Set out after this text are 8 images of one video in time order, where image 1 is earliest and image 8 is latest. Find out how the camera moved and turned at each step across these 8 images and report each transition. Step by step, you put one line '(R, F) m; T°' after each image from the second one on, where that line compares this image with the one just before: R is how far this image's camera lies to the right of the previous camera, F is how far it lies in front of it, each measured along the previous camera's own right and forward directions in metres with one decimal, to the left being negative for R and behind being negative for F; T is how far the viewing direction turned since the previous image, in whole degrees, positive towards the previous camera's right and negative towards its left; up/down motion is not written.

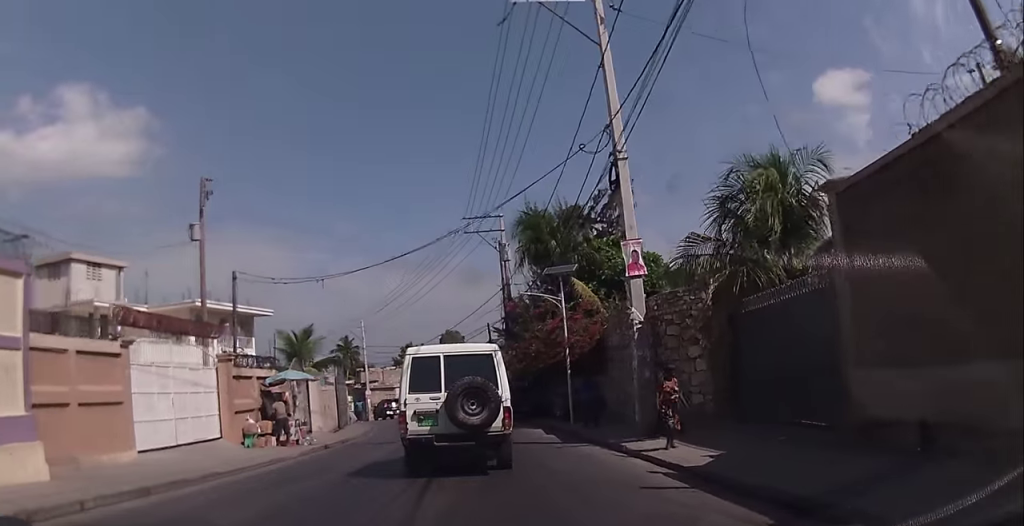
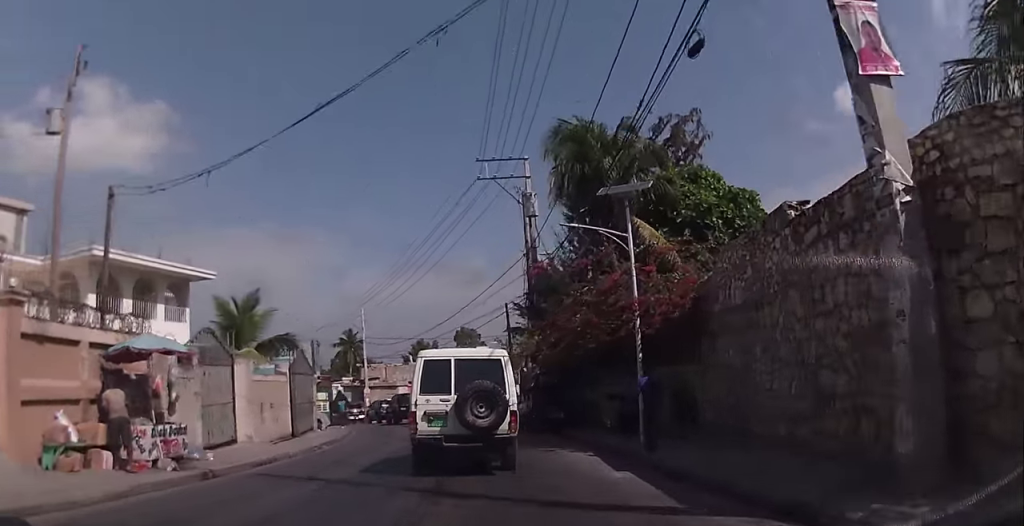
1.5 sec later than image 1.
(-0.1, +9.7) m; -4°
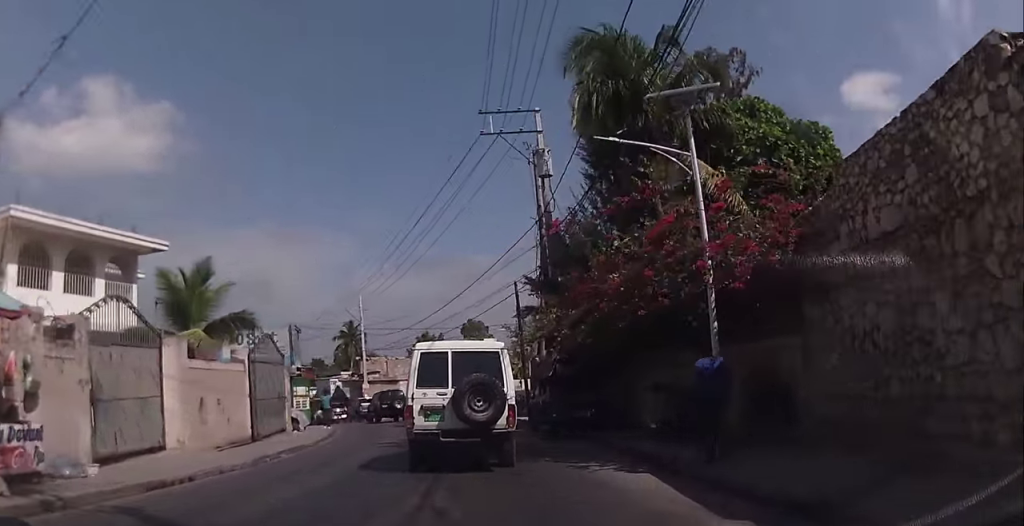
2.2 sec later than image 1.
(-0.1, +4.3) m; -4°
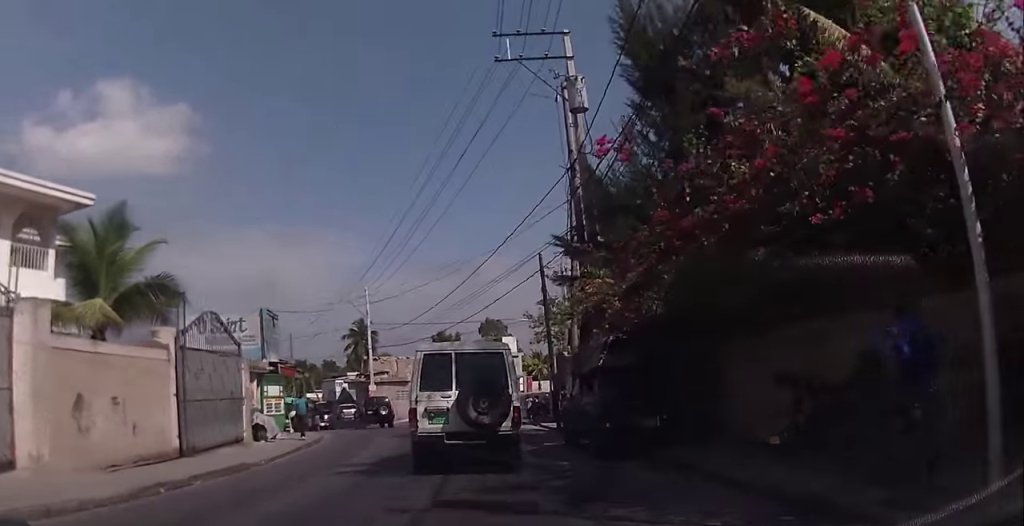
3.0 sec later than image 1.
(-0.3, +5.0) m; -3°
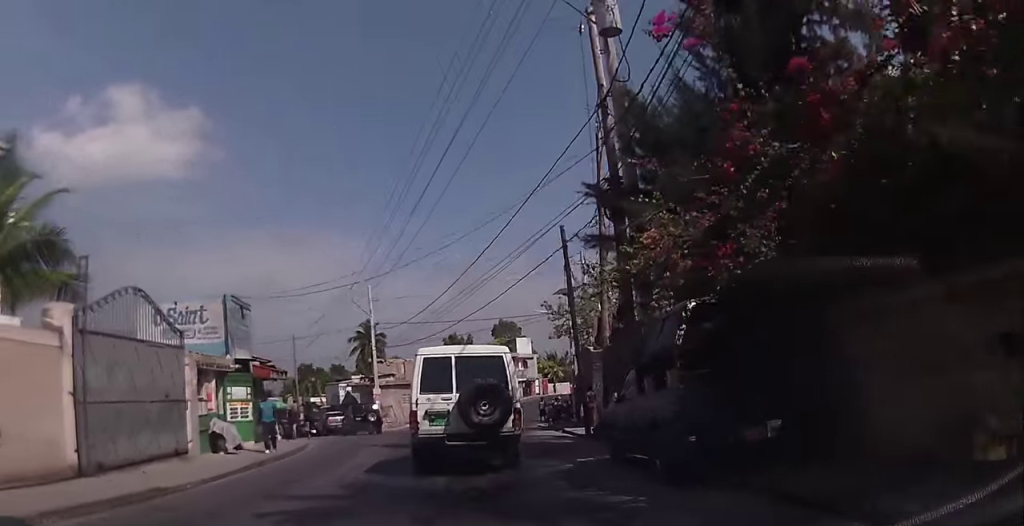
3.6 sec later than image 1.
(-0.1, +3.7) m; -1°
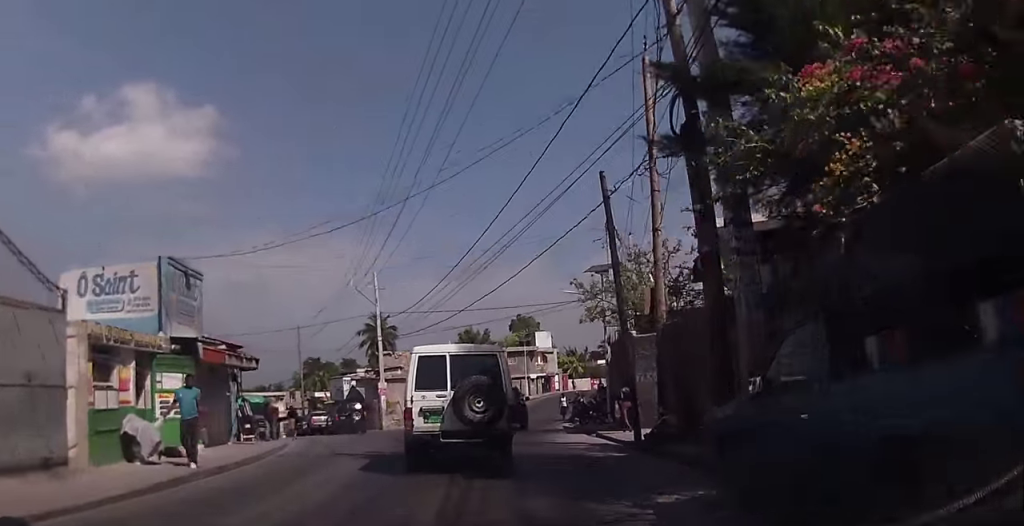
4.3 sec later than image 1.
(-0.1, +4.4) m; +1°
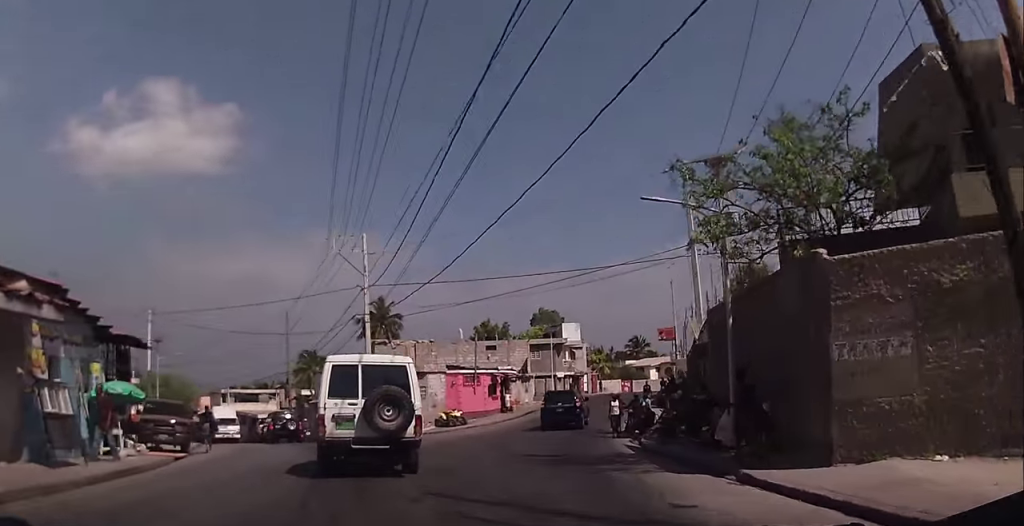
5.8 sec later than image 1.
(+0.3, +10.6) m; +1°
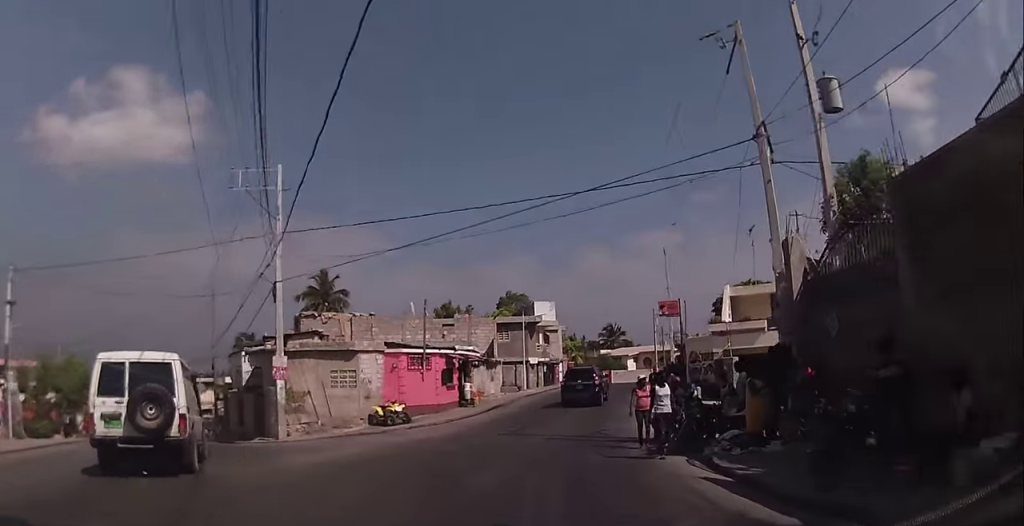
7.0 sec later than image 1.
(-0.2, +10.0) m; -1°
